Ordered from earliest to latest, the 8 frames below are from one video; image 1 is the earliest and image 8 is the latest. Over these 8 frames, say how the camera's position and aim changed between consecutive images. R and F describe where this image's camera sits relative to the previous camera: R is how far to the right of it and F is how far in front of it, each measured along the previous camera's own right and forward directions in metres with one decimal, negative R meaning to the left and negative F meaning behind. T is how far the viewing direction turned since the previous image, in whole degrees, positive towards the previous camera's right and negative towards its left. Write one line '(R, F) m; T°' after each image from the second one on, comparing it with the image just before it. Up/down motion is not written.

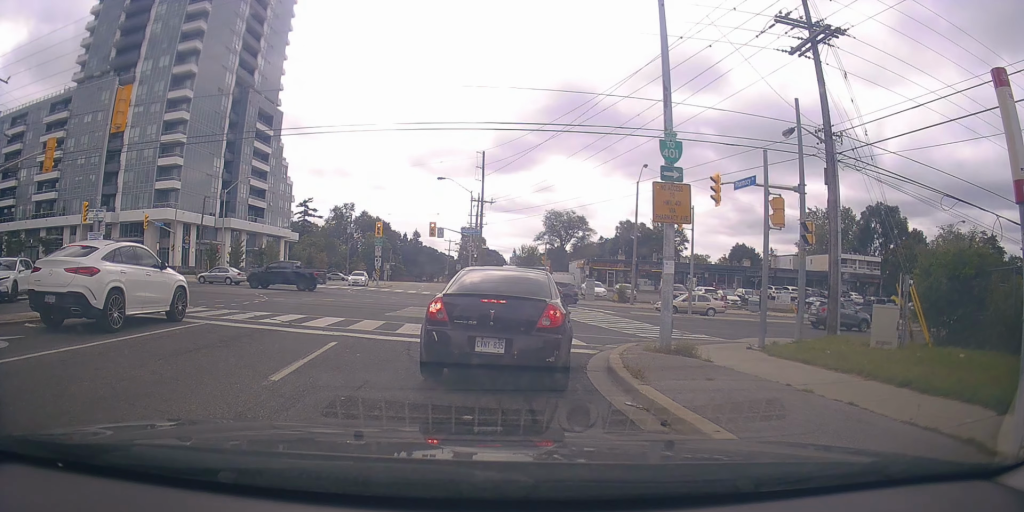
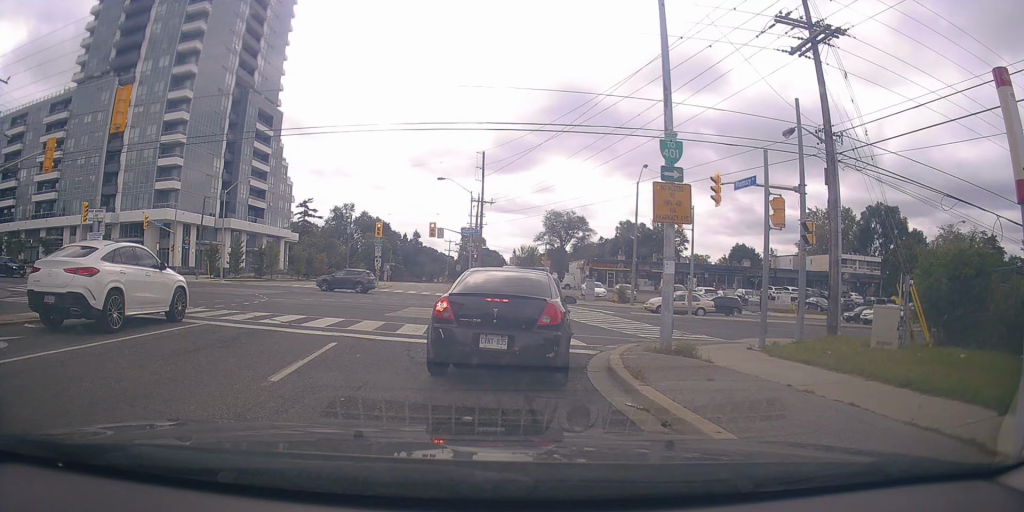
(0.0, 0.0) m; 0°
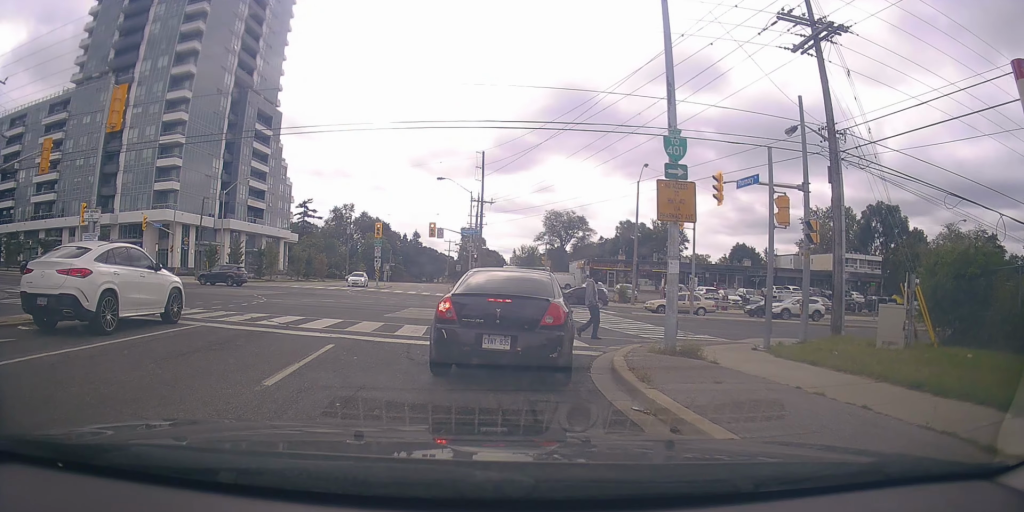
(0.0, 0.0) m; 0°
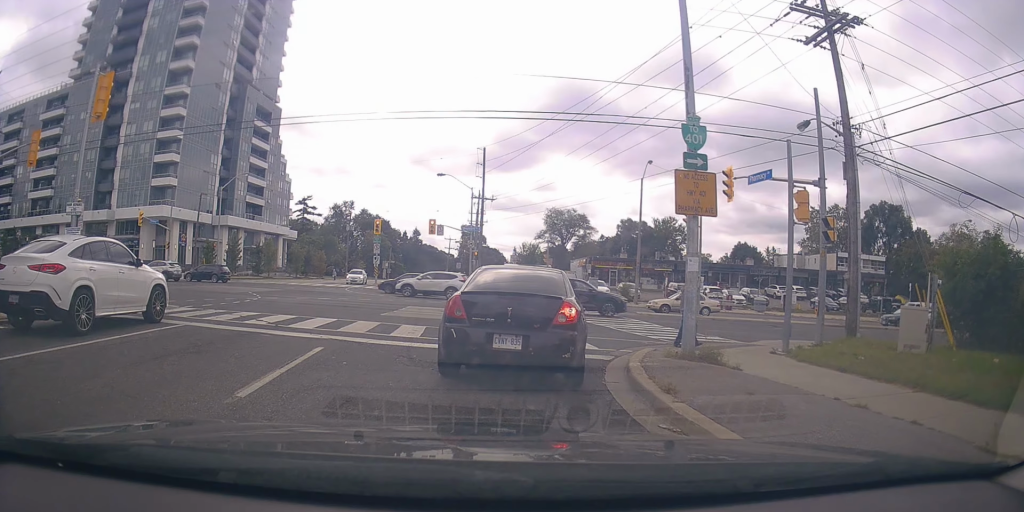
(0.0, 0.0) m; 0°
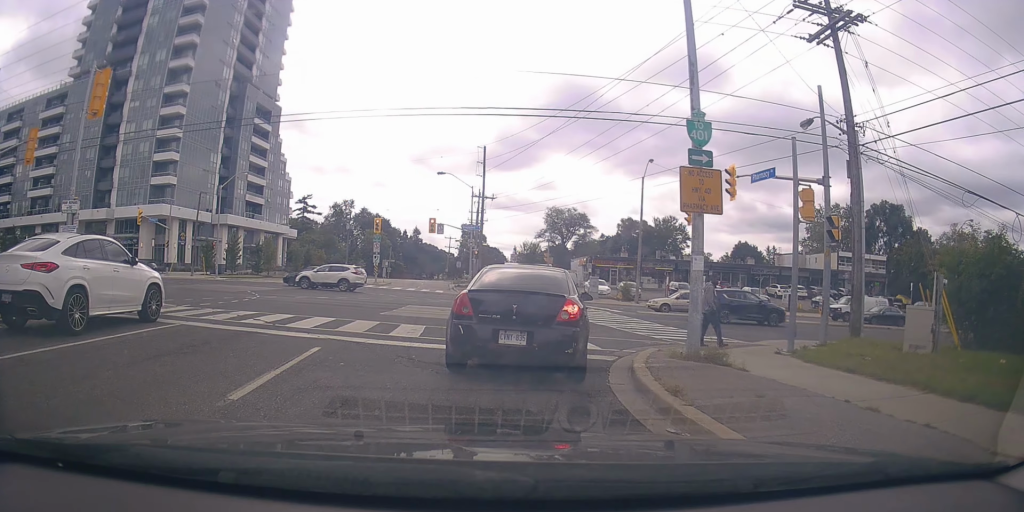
(-0.1, +0.1) m; 0°
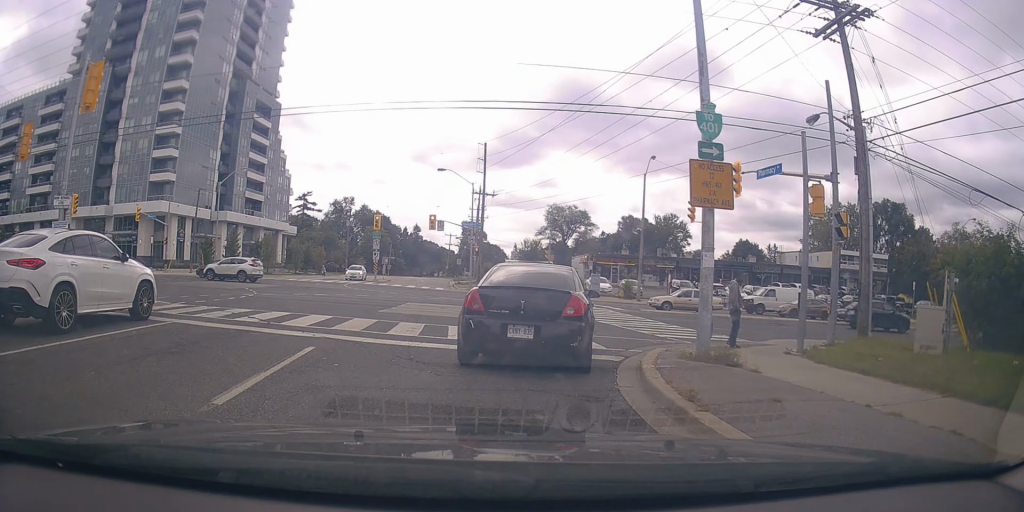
(-0.2, +0.1) m; 0°
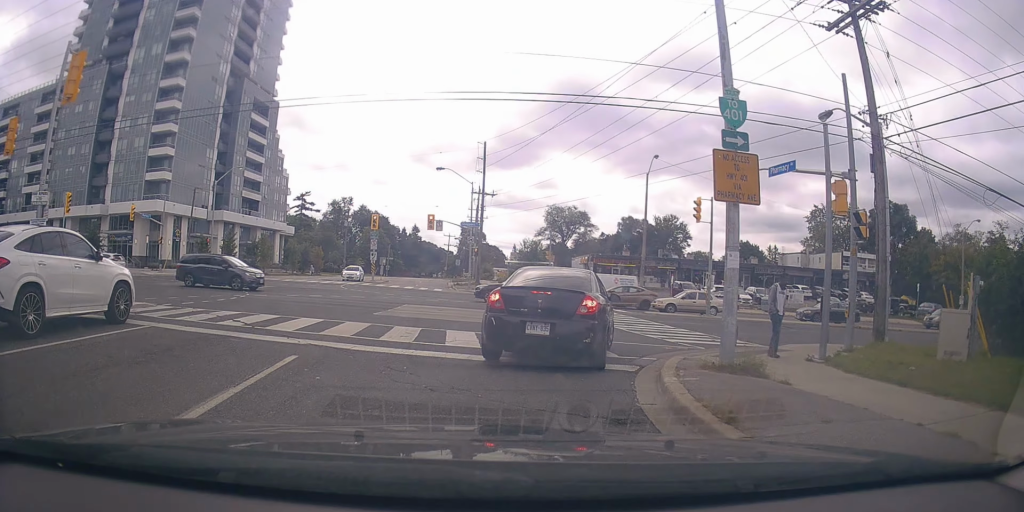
(+0.2, +0.7) m; 0°
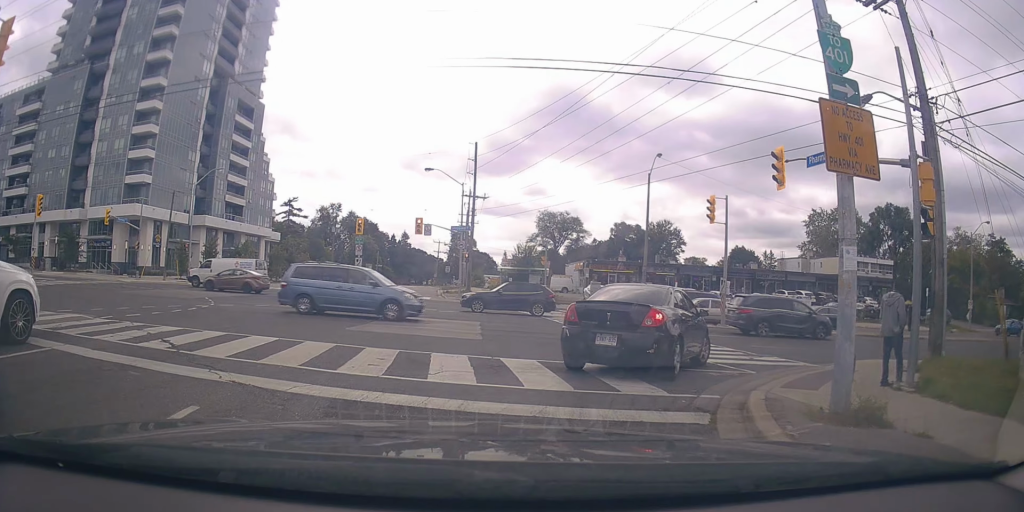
(-0.2, +2.5) m; +3°
